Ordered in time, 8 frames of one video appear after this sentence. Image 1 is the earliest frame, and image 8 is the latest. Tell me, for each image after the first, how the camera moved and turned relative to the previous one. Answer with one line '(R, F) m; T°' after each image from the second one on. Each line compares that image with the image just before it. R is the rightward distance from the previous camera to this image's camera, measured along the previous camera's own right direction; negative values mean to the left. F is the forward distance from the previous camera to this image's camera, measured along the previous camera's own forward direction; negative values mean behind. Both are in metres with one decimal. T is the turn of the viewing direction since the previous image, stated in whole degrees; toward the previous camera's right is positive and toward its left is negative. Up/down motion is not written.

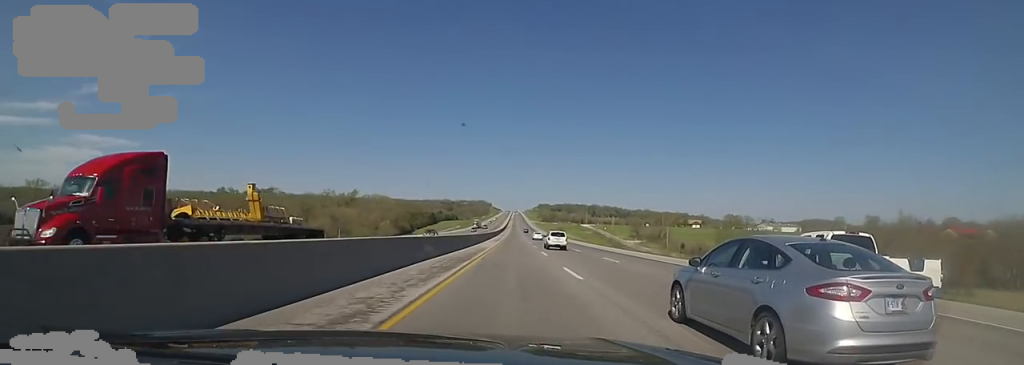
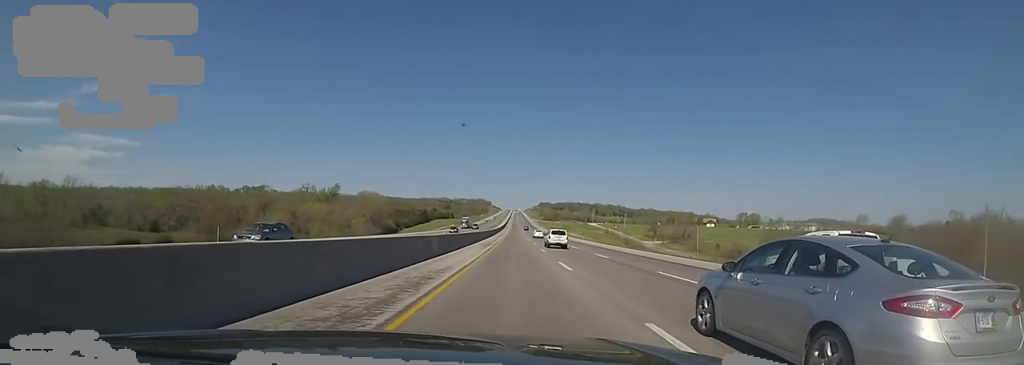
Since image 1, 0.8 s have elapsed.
(0.0, +27.6) m; 0°
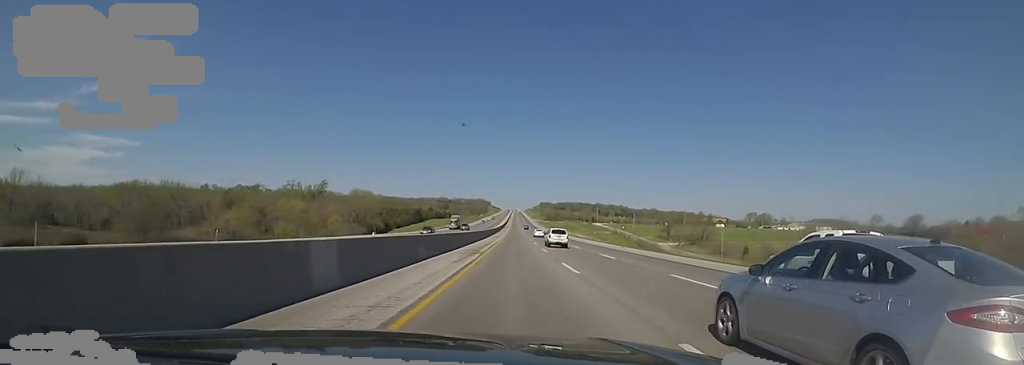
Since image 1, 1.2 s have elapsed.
(0.0, +16.8) m; 0°
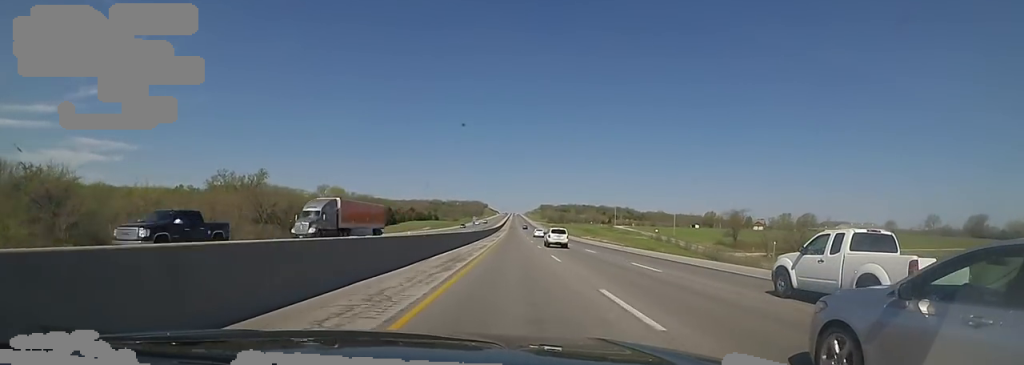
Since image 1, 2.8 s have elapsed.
(0.0, +55.1) m; 0°
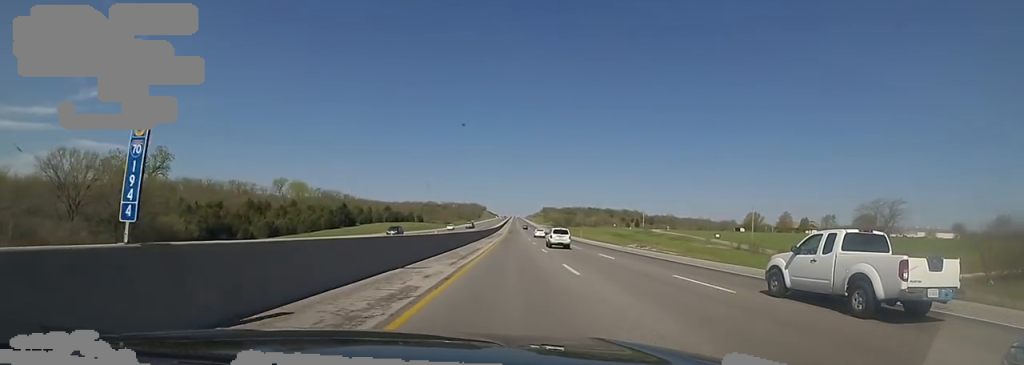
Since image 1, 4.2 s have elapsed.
(0.0, +52.5) m; 0°
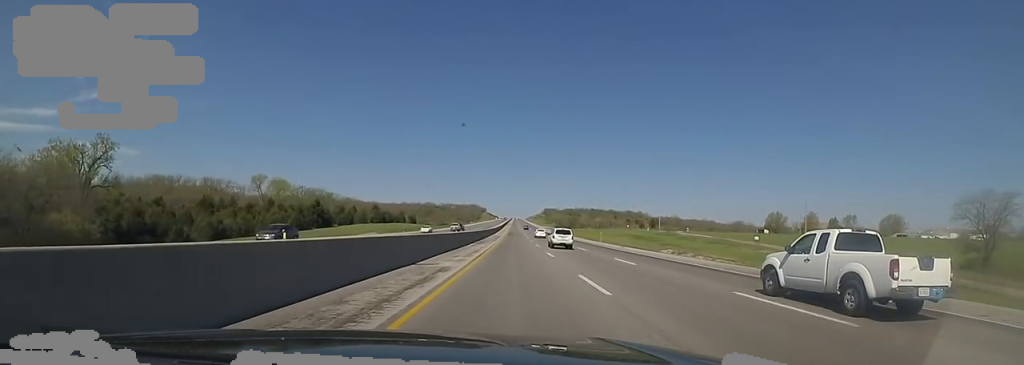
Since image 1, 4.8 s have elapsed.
(0.0, +20.2) m; 0°
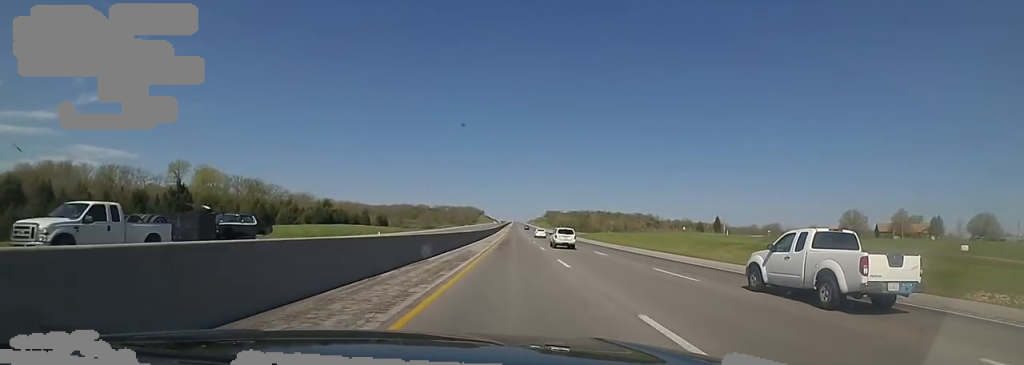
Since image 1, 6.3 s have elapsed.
(0.0, +53.0) m; 0°
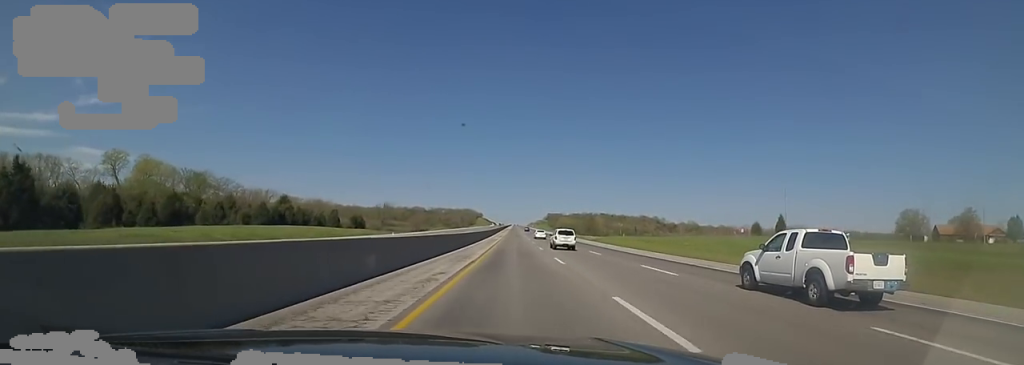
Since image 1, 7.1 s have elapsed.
(0.0, +28.3) m; 0°
